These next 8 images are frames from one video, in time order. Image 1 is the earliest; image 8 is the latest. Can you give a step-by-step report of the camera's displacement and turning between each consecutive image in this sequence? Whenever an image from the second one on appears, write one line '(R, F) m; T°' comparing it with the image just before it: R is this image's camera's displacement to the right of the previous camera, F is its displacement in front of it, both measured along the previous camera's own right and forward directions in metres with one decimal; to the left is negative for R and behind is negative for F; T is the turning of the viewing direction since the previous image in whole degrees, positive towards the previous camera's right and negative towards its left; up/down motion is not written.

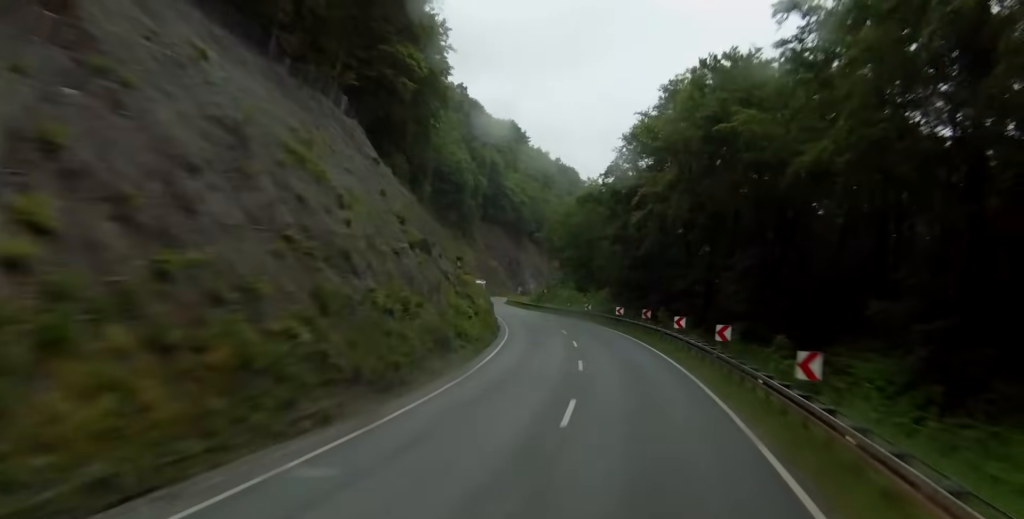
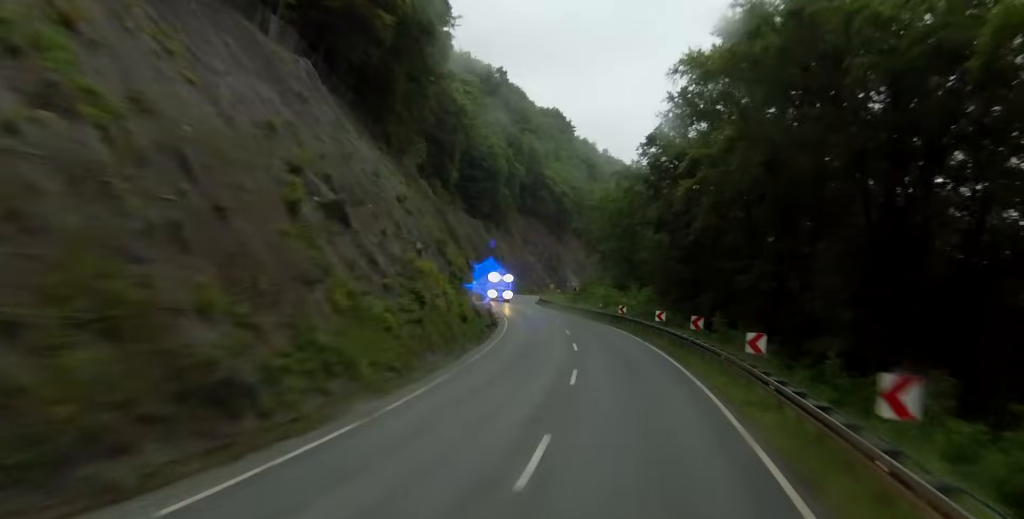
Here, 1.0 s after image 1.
(-0.1, +17.4) m; -5°
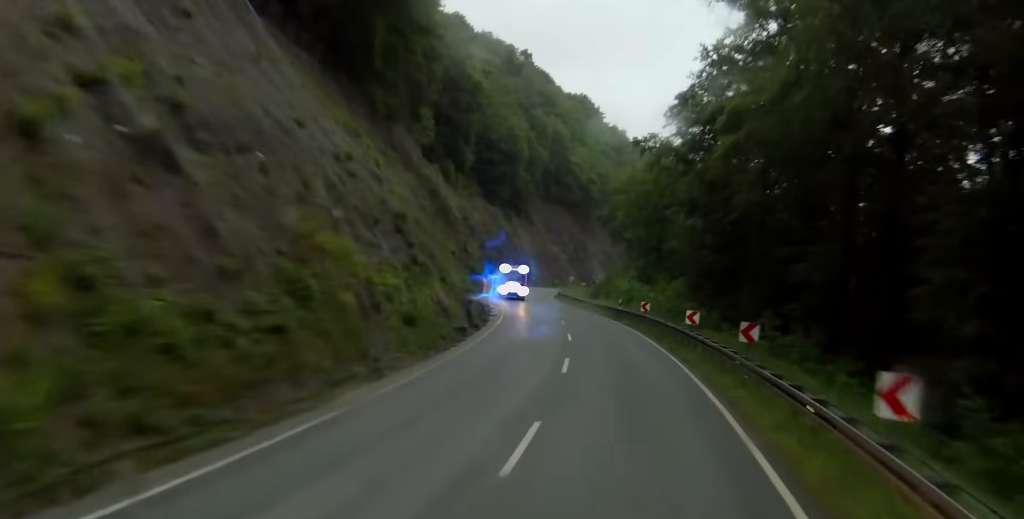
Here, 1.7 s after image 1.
(-0.9, +11.7) m; -4°
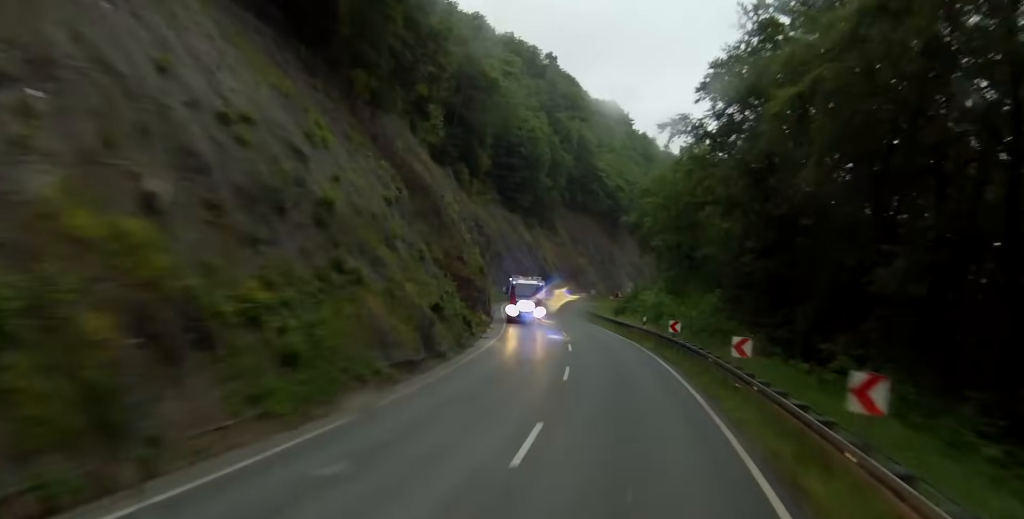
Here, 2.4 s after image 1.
(-0.5, +10.6) m; -2°
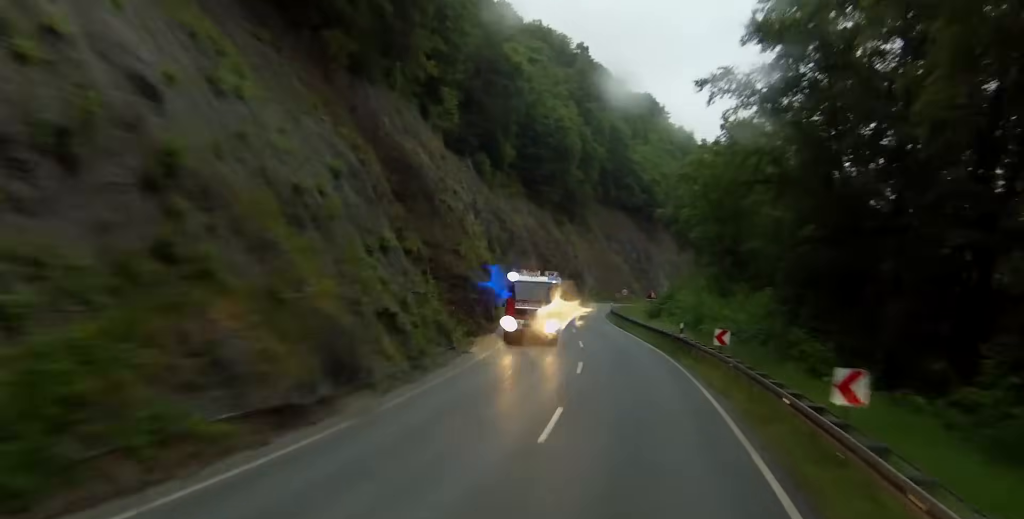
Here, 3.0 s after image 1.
(0.0, +10.0) m; 0°
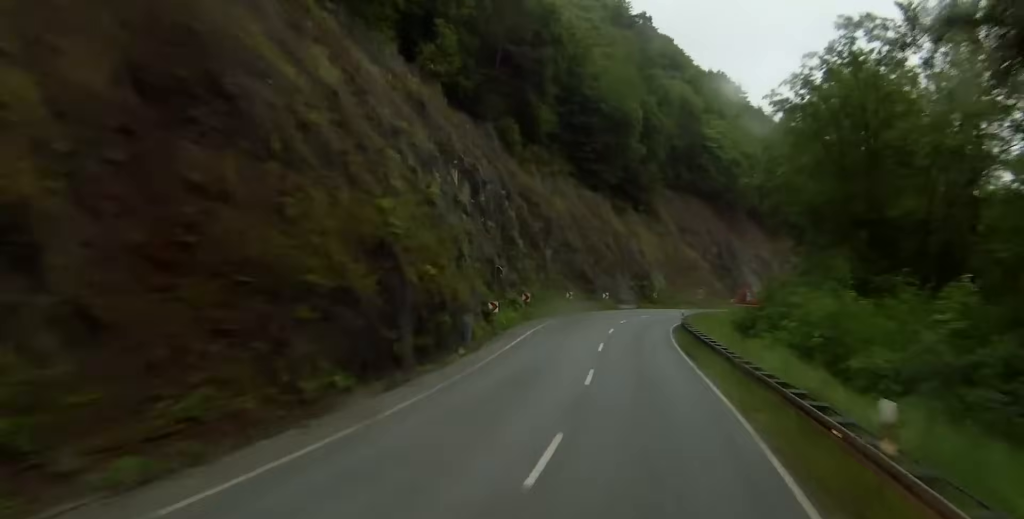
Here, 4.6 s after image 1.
(-0.4, +27.1) m; -3°
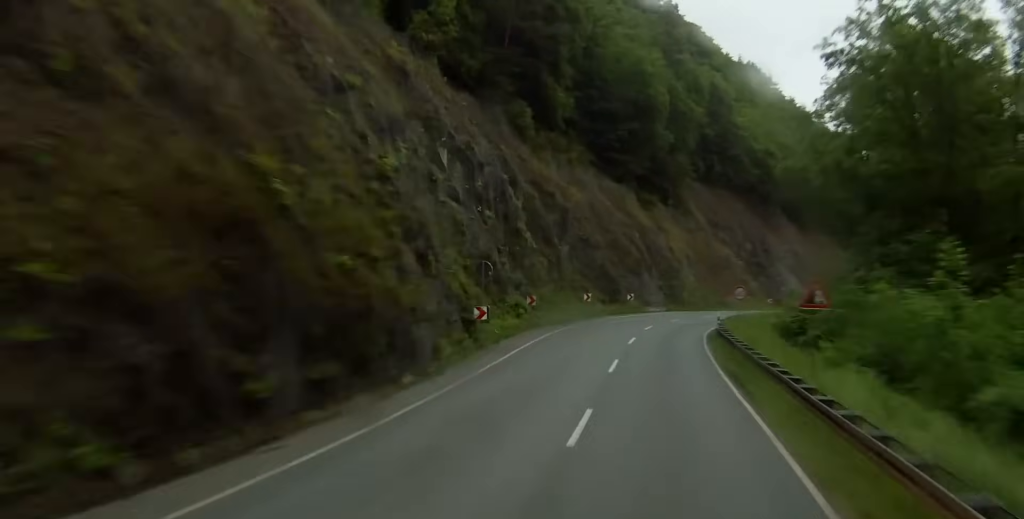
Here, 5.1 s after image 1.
(-0.1, +9.1) m; -1°
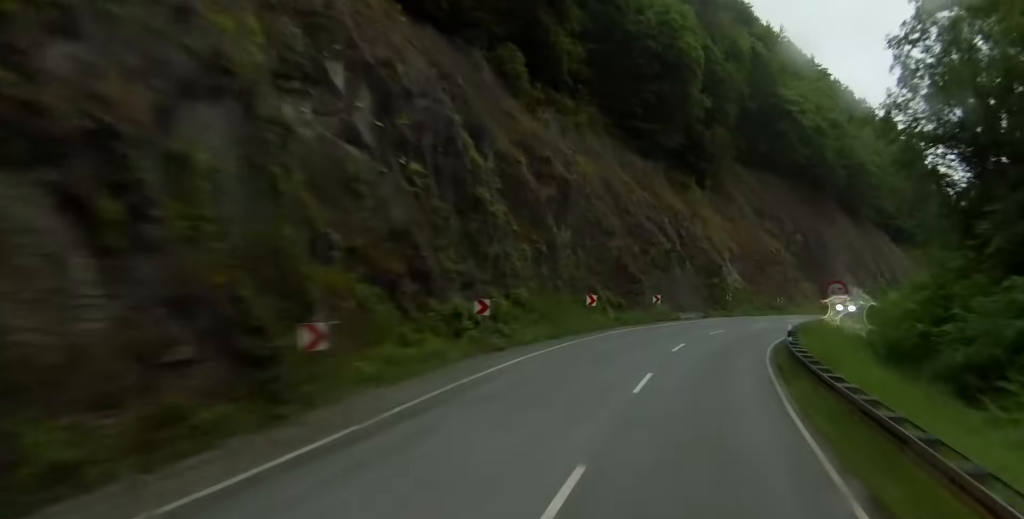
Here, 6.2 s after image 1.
(-0.1, +18.5) m; -4°
